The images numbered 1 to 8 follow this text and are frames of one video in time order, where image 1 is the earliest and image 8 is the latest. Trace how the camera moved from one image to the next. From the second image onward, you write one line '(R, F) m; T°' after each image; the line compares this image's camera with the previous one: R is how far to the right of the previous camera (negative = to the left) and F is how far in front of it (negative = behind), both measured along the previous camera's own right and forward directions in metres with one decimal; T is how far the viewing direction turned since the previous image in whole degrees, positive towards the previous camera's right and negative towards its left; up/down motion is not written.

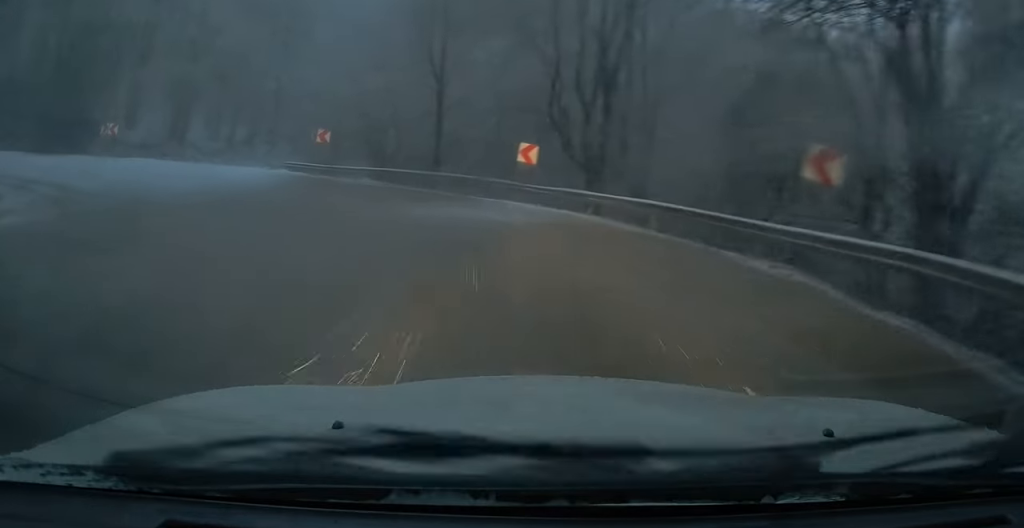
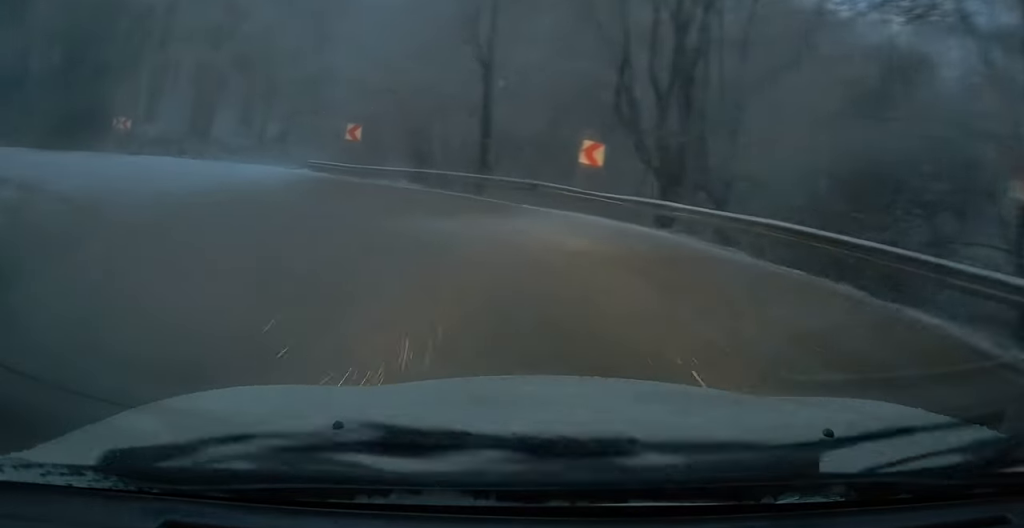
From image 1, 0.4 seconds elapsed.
(-0.1, +4.0) m; -8°
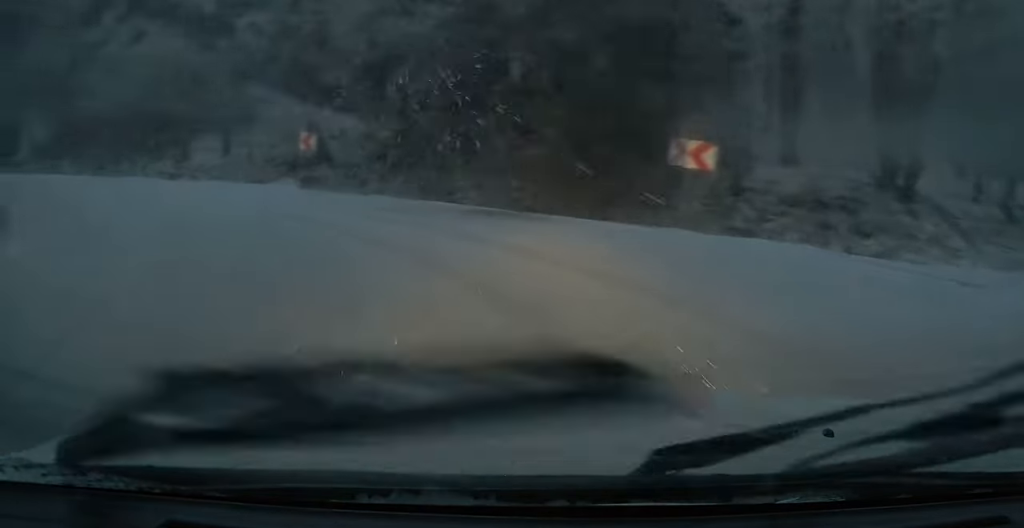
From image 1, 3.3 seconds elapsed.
(-12.5, +19.7) m; -63°
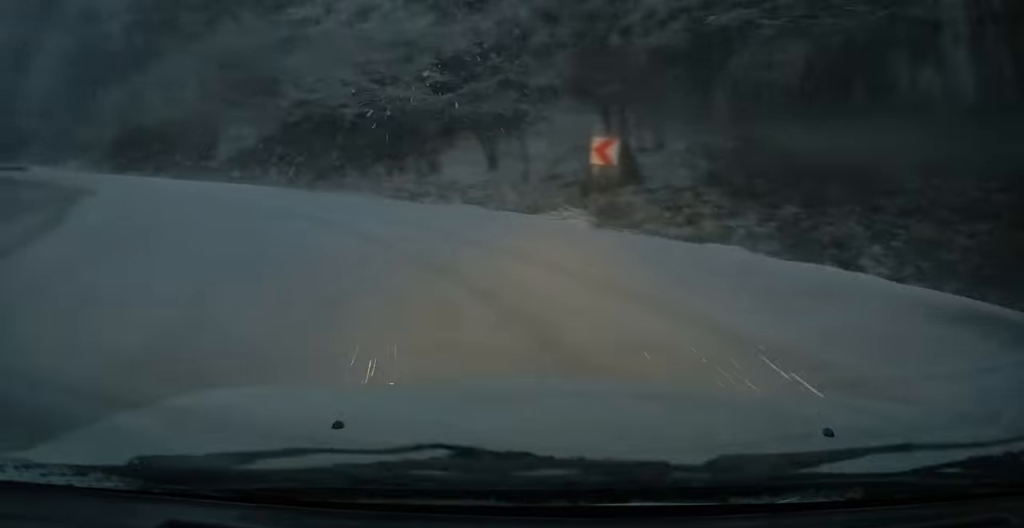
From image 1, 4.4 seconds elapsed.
(-2.5, +9.9) m; -23°
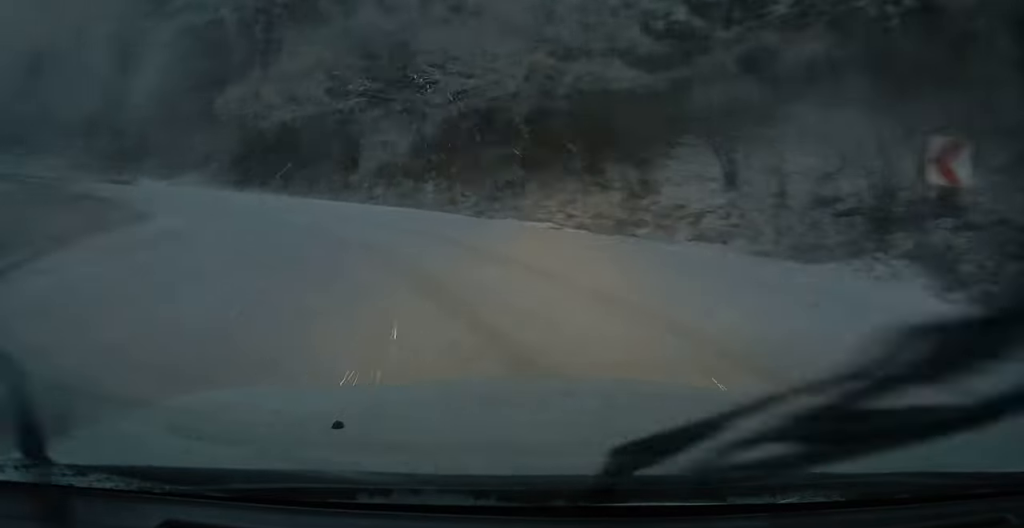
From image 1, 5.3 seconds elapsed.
(-0.7, +7.4) m; -12°
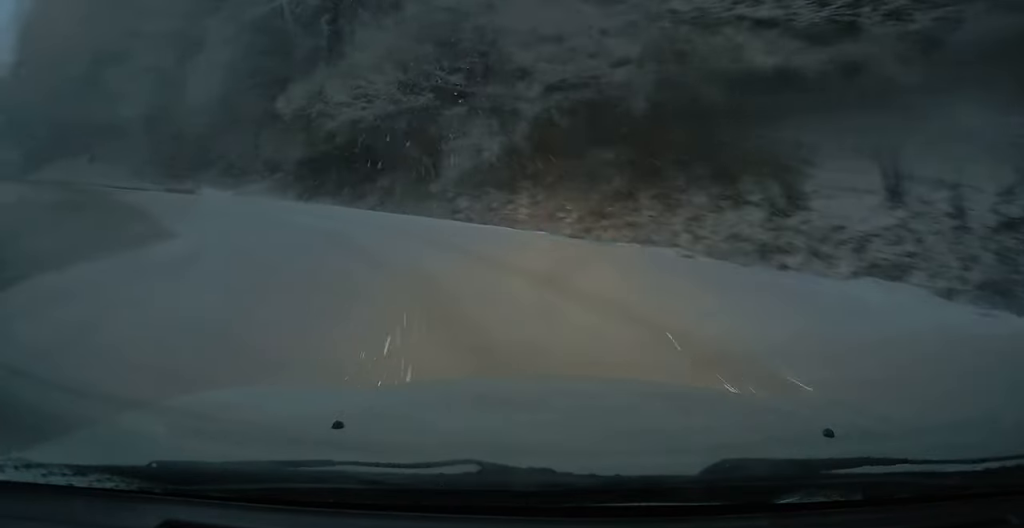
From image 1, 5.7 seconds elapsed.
(-0.4, +3.3) m; -9°
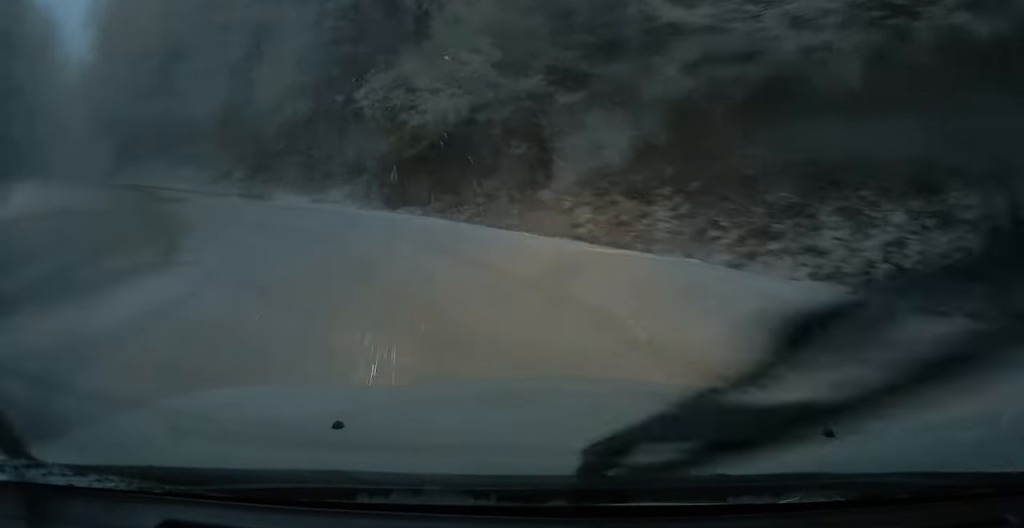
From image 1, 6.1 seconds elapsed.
(+0.1, +3.8) m; -10°
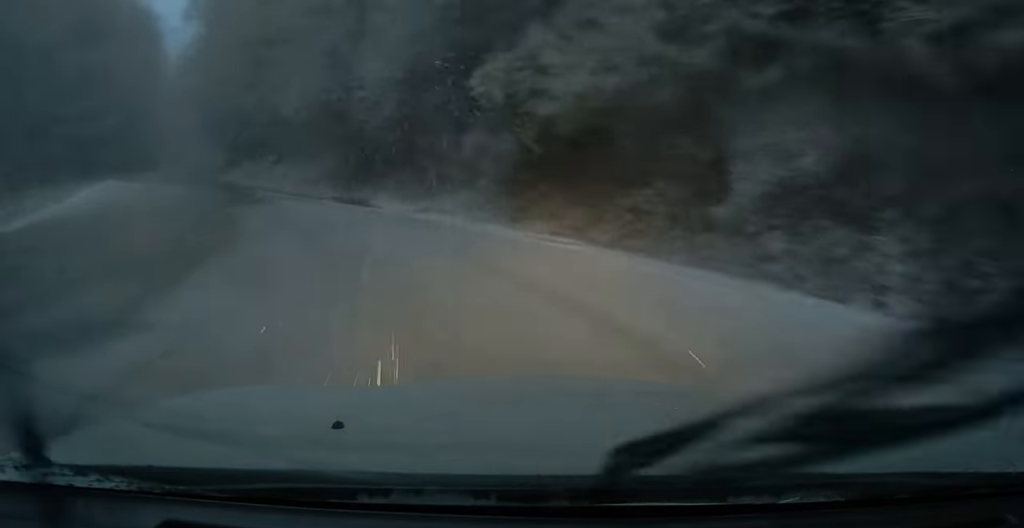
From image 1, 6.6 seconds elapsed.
(-0.7, +3.7) m; -14°
